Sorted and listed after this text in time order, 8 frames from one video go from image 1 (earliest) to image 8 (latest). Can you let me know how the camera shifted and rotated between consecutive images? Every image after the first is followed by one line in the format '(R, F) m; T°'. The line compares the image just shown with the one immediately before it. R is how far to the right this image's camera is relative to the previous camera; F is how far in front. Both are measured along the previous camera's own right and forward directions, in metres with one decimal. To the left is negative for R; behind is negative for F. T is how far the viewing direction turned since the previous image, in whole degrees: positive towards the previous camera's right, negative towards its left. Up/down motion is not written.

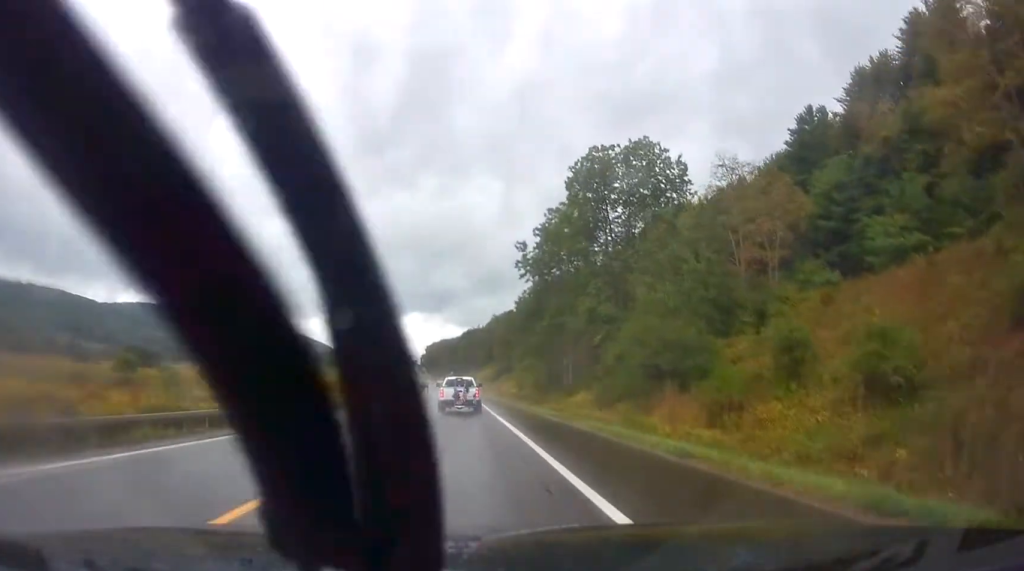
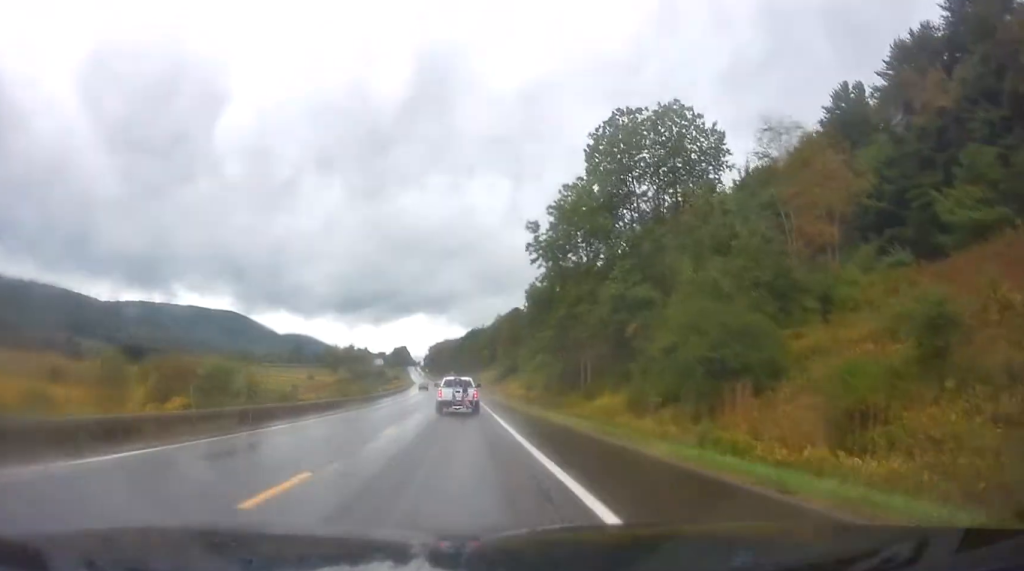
(+0.1, +9.7) m; -1°
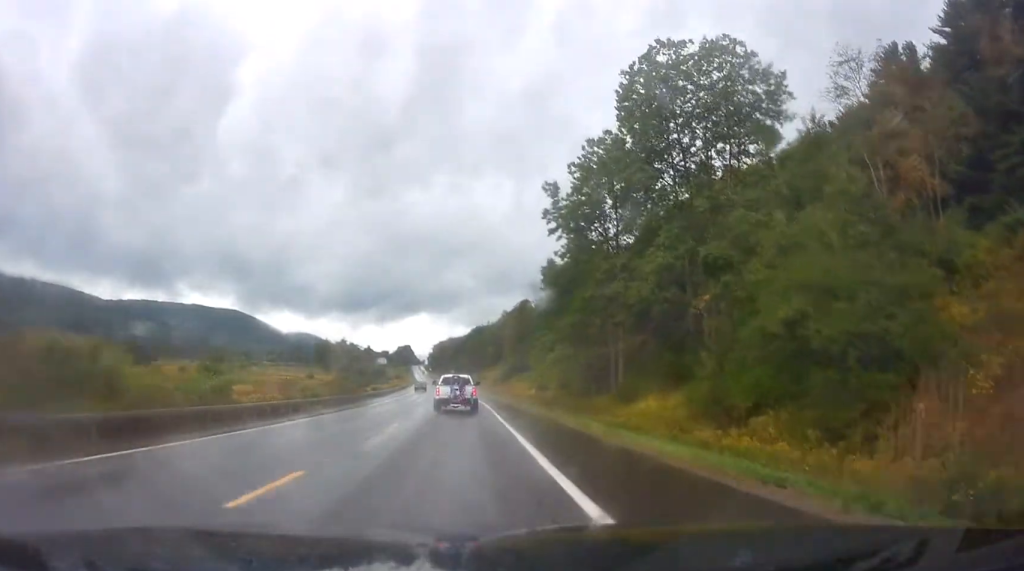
(-0.1, +12.2) m; -1°
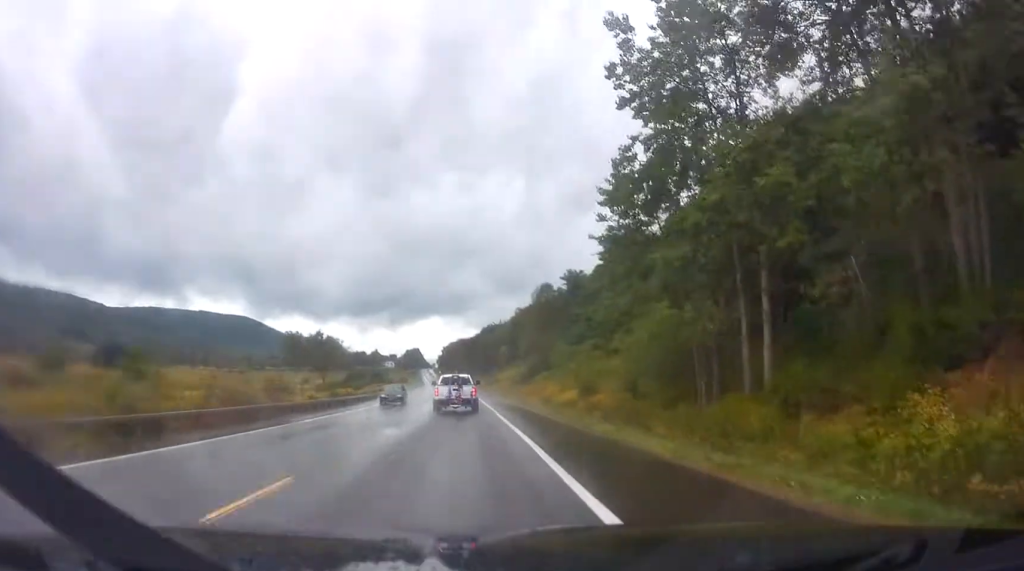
(-0.7, +25.5) m; -2°
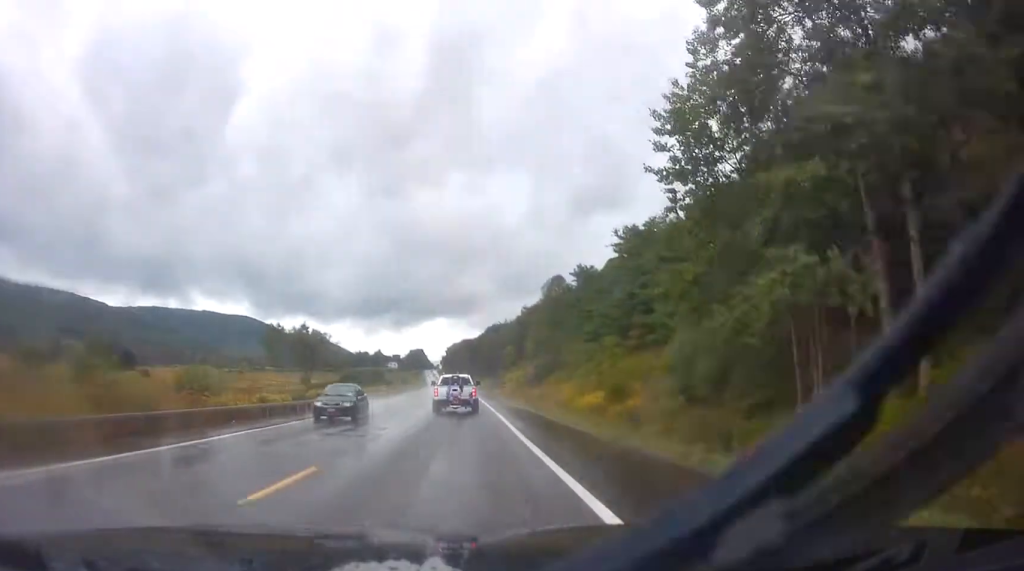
(-0.1, +10.7) m; 0°
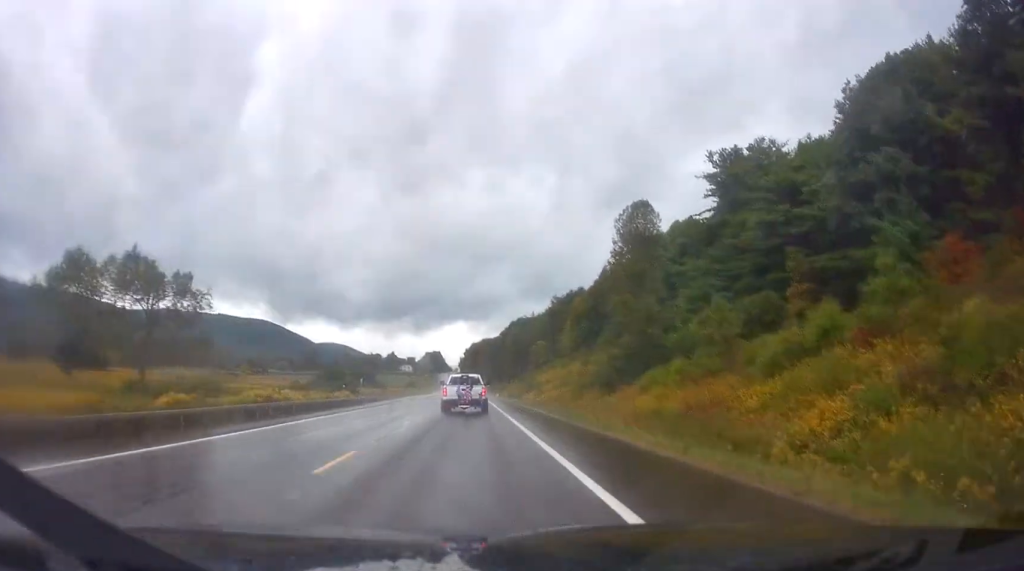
(-0.9, +46.3) m; -3°
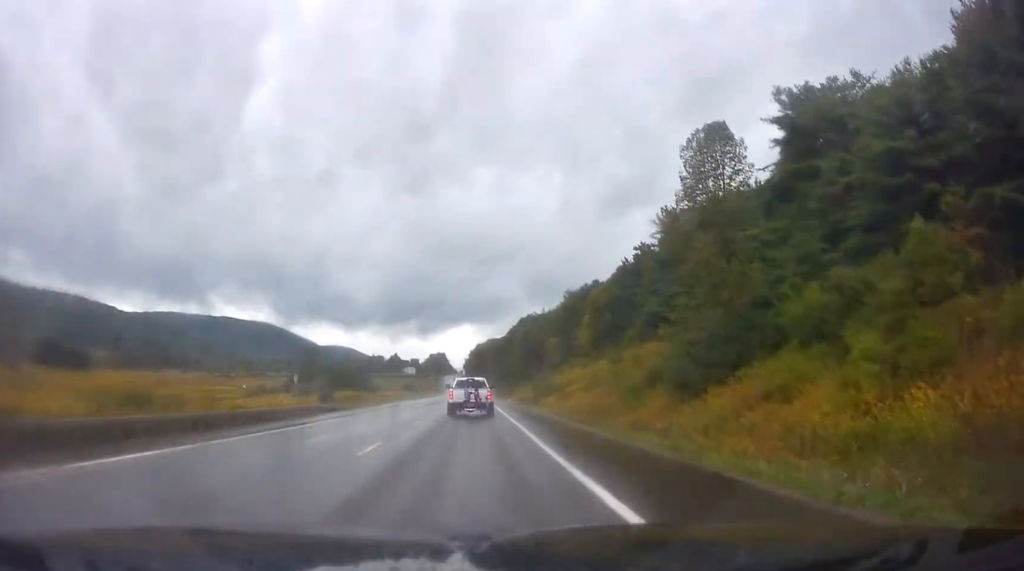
(-0.3, +20.7) m; -1°
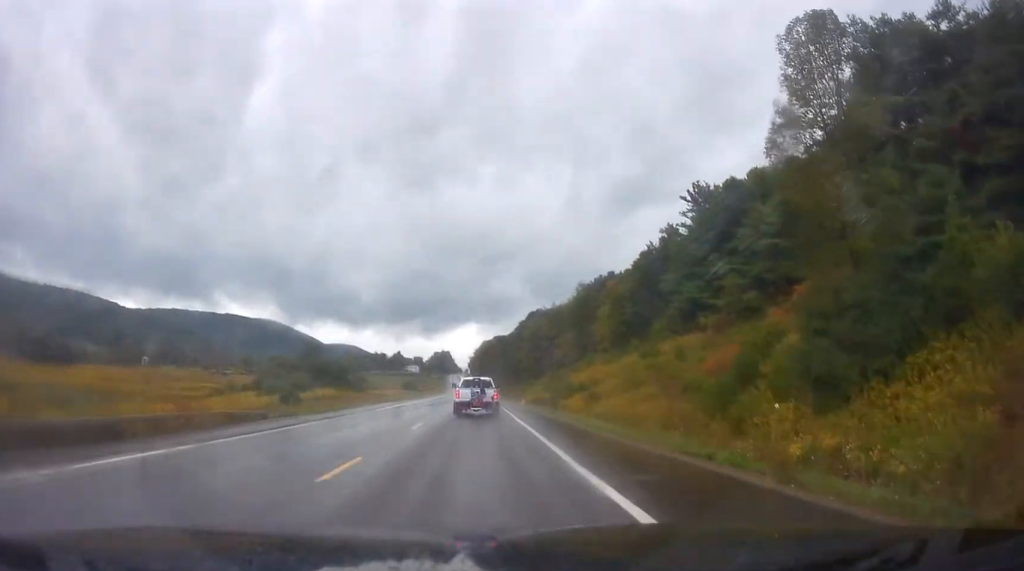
(+0.1, +15.8) m; 0°
